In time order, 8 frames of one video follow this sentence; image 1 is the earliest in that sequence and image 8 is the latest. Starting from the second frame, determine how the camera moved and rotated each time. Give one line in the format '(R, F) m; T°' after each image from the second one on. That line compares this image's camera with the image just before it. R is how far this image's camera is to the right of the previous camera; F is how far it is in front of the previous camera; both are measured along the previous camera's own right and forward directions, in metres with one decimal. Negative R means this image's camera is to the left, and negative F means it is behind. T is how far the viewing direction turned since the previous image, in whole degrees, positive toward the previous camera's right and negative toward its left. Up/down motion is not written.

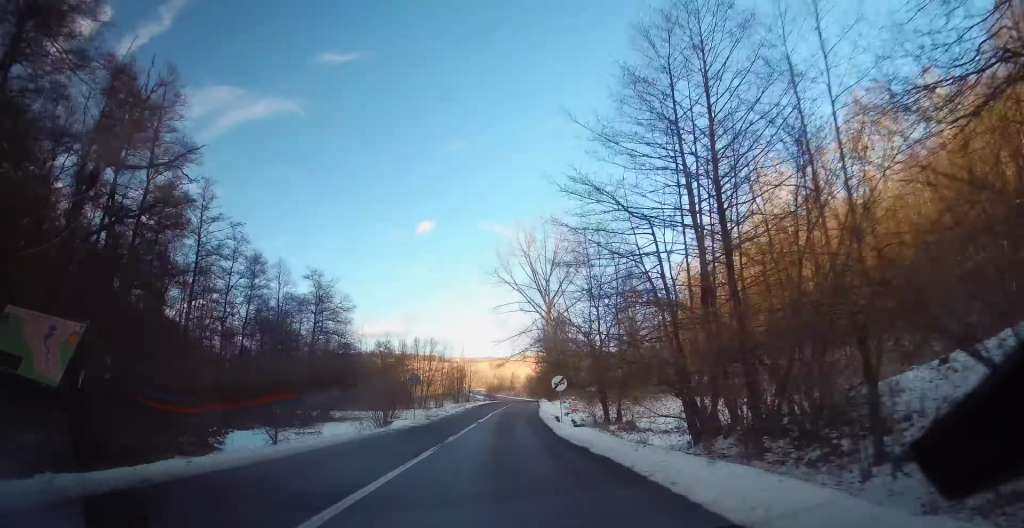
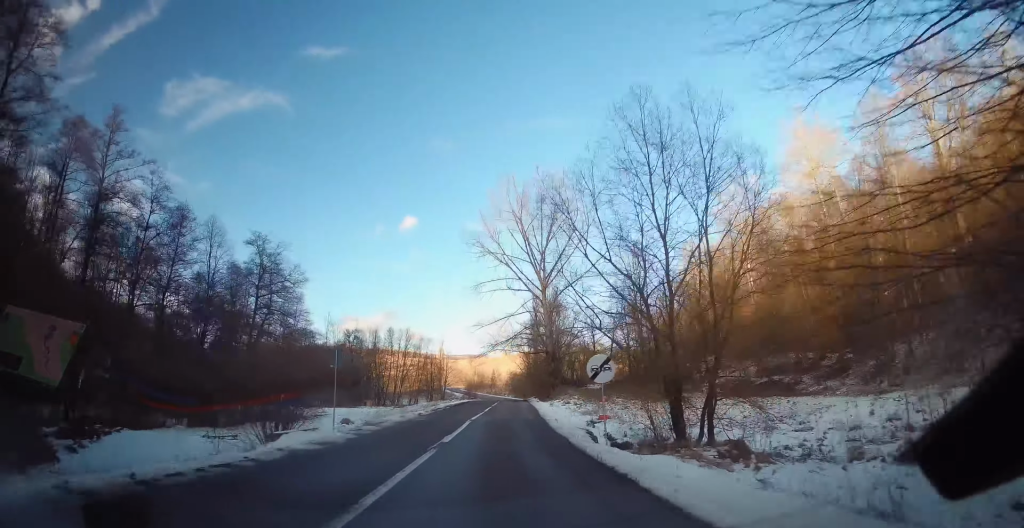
(+0.4, +14.2) m; +1°
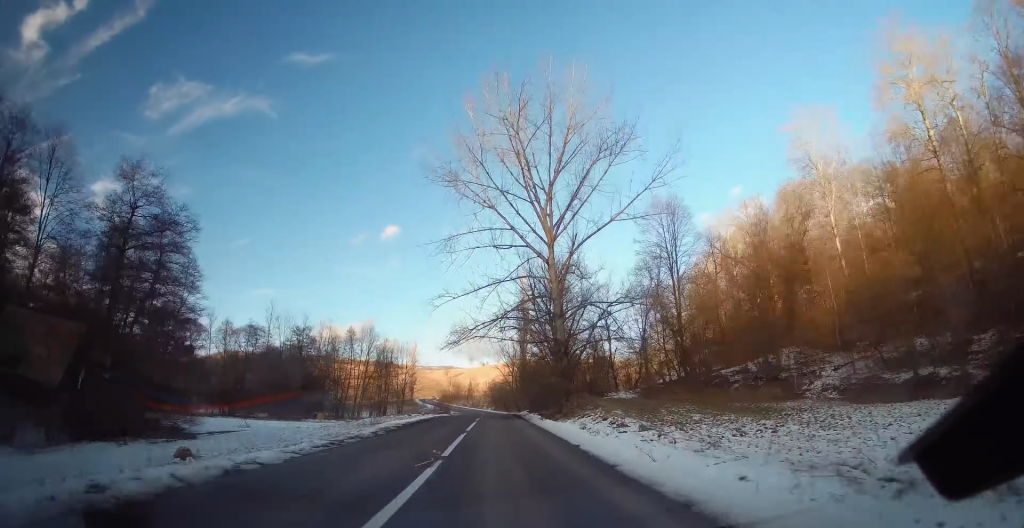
(+0.1, +21.5) m; +1°
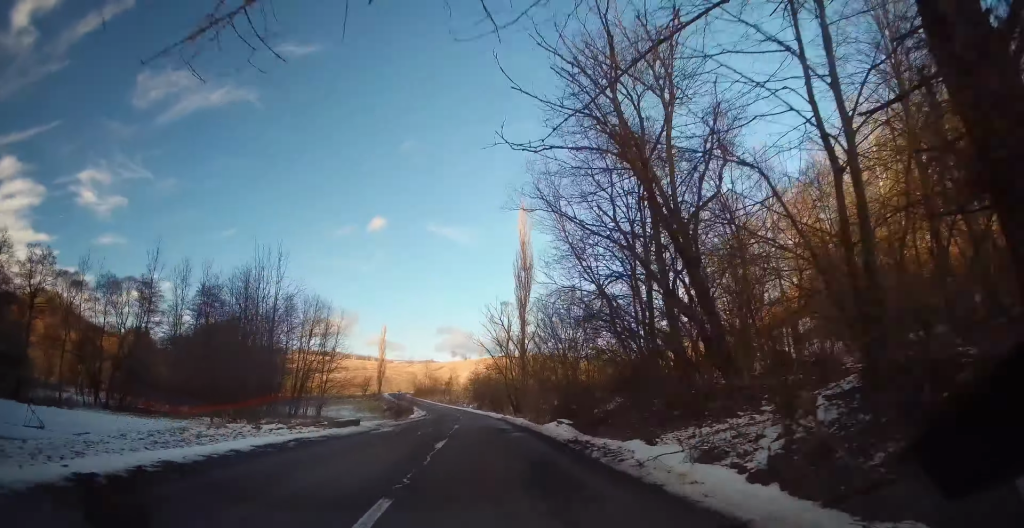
(+0.7, +32.7) m; +2°
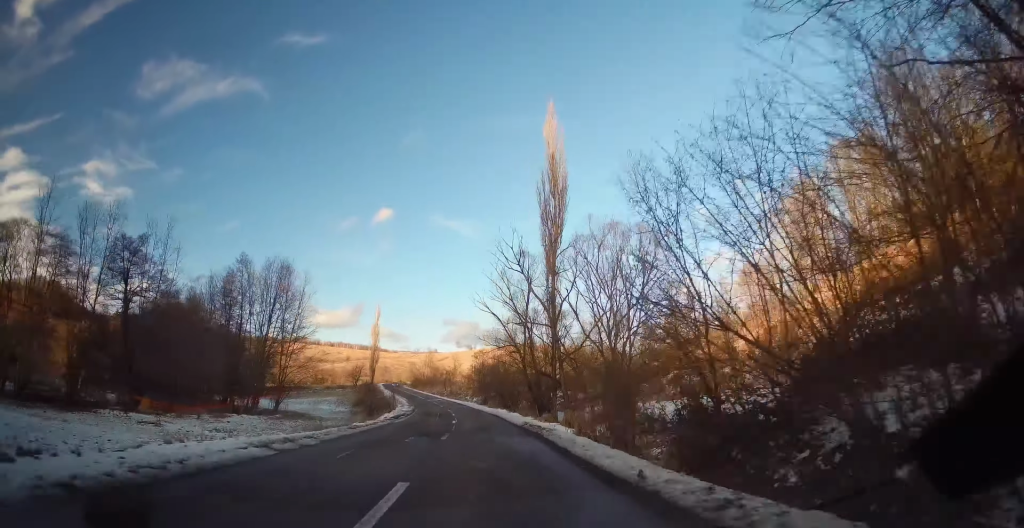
(-0.1, +21.0) m; 0°
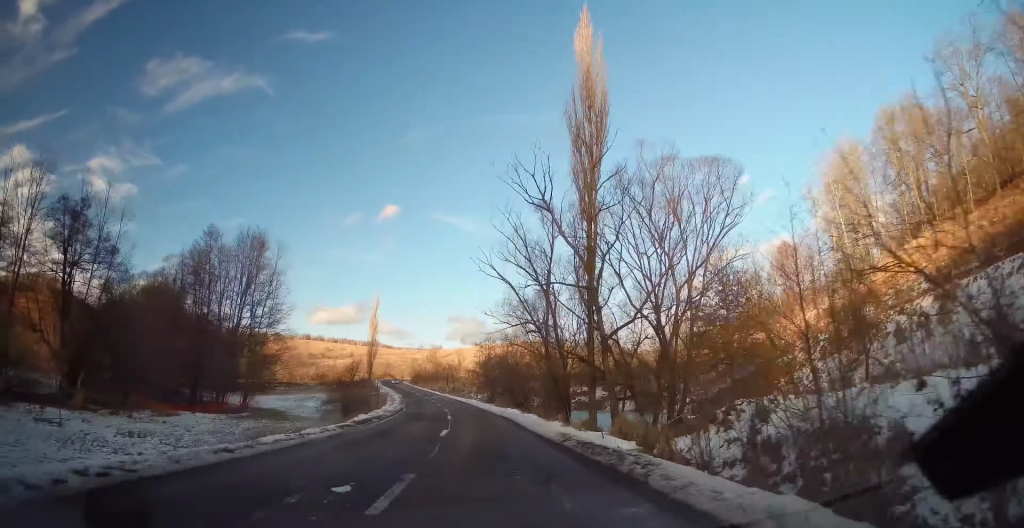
(+0.1, +11.2) m; 0°
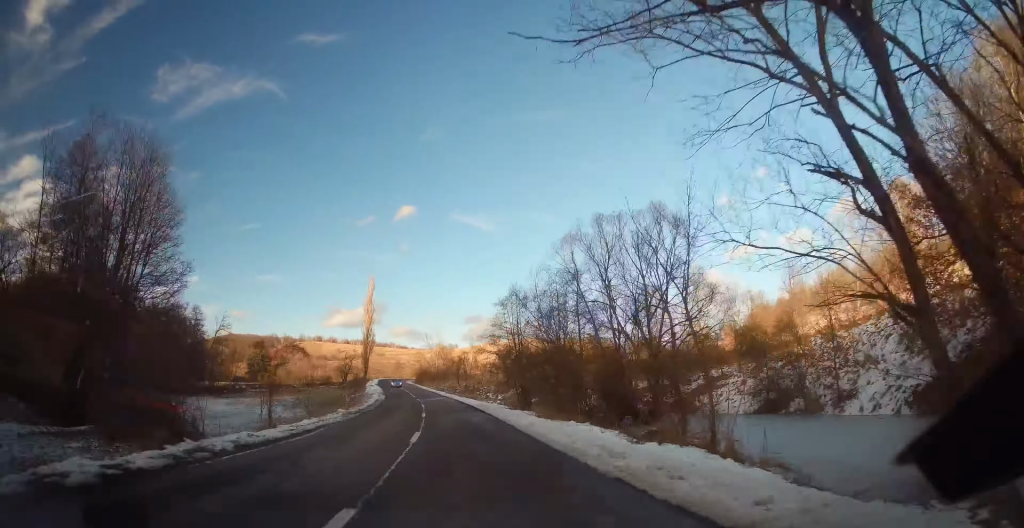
(-0.6, +26.0) m; -3°
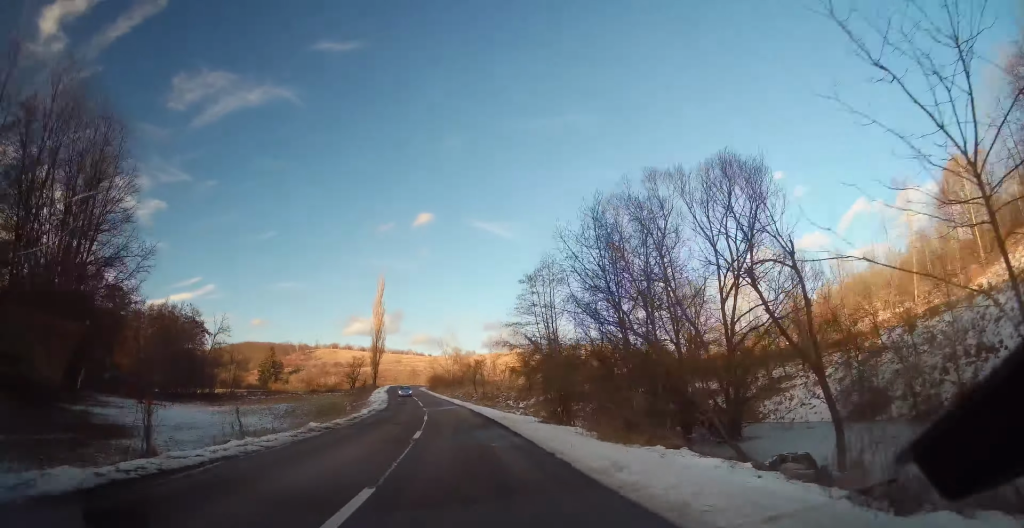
(0.0, +9.0) m; -2°
